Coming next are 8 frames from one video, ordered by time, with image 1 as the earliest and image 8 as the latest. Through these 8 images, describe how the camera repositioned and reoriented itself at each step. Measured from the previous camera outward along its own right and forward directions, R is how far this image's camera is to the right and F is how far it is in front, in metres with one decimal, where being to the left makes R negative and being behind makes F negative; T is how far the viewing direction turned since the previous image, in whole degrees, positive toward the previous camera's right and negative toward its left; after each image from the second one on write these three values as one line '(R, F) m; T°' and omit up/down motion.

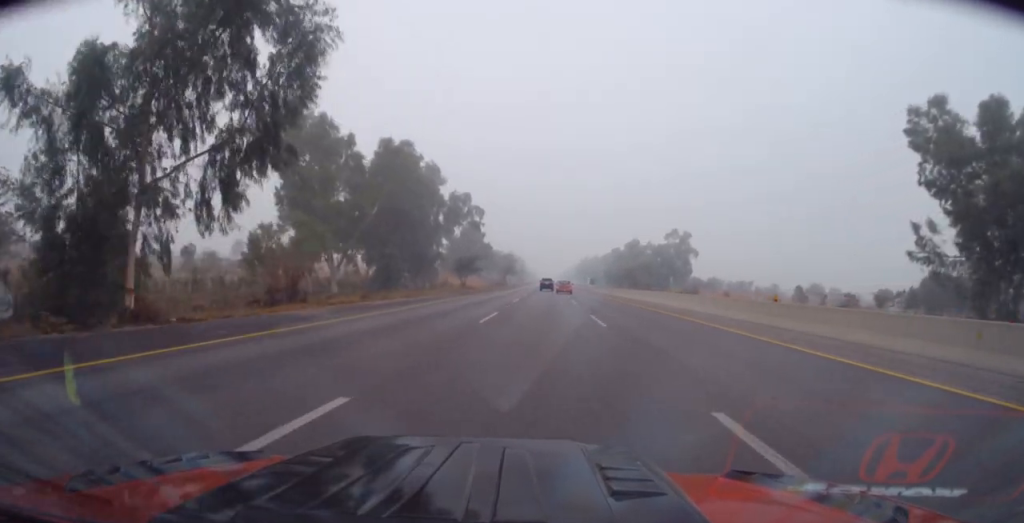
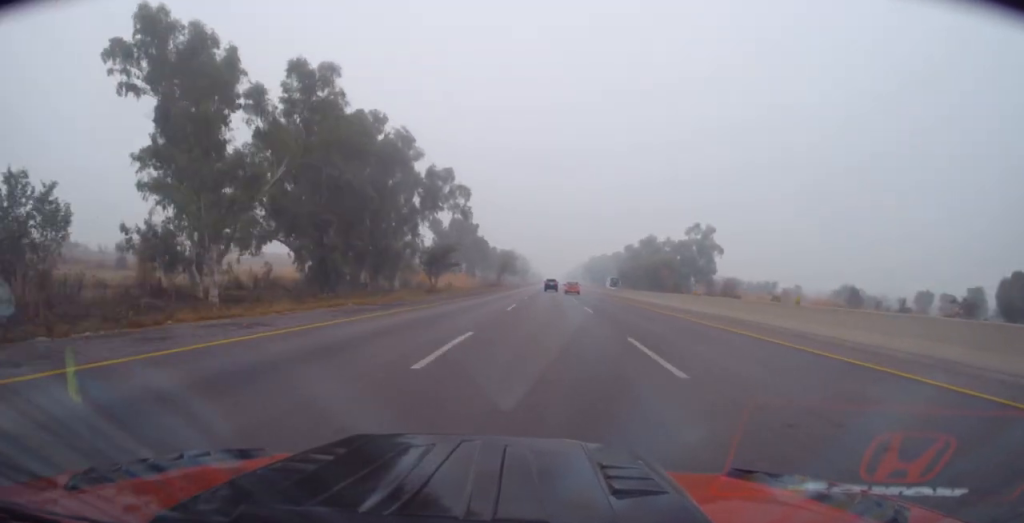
(-0.5, +27.5) m; 0°
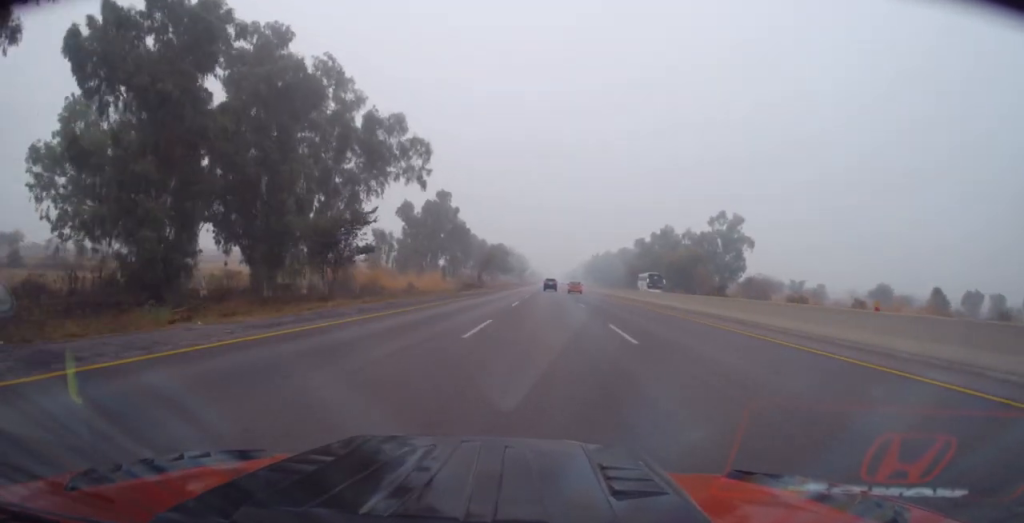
(+0.5, +31.2) m; 0°
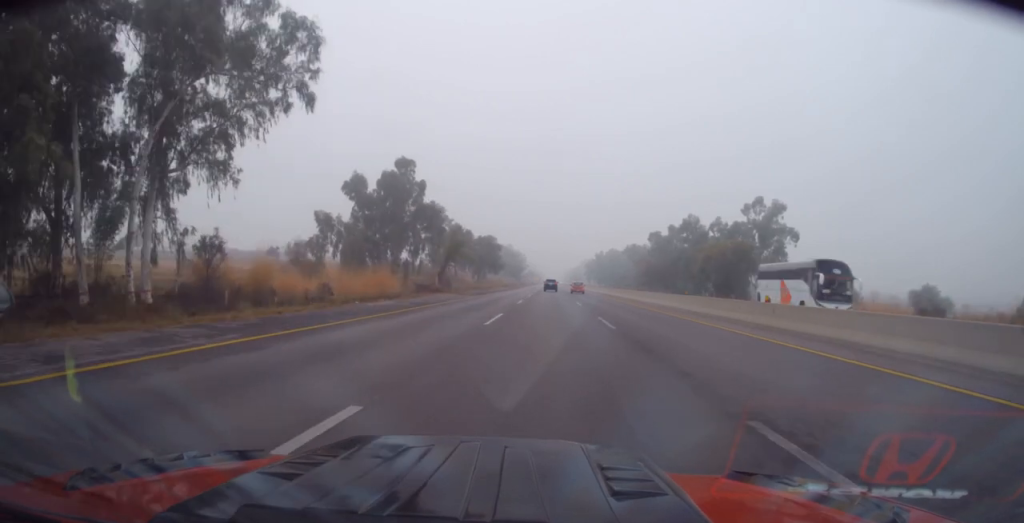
(-0.3, +31.5) m; 0°
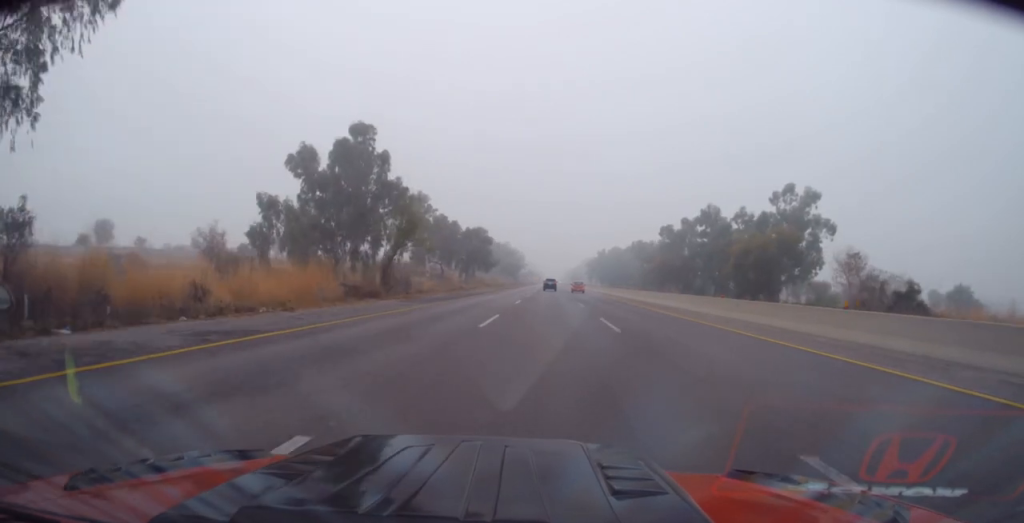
(+0.2, +19.3) m; +1°
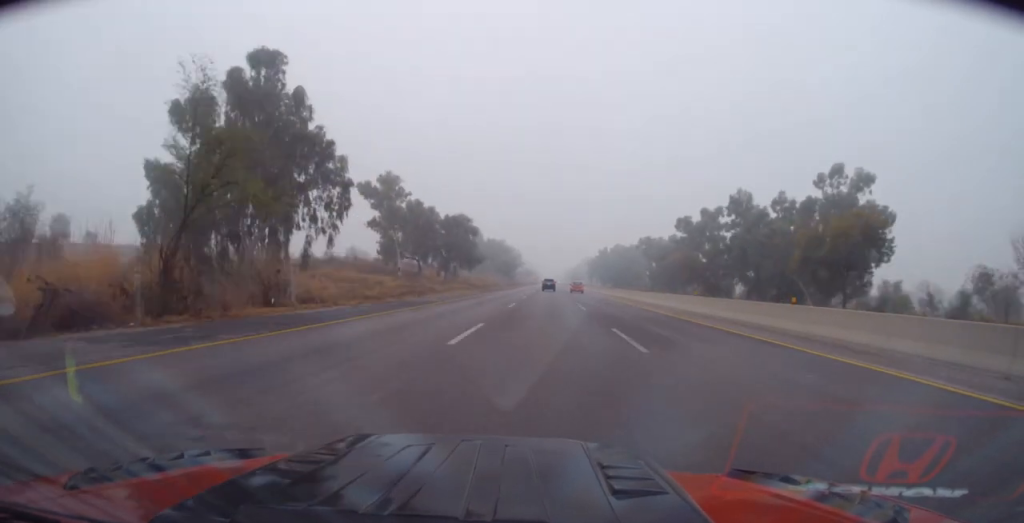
(+0.3, +22.9) m; 0°
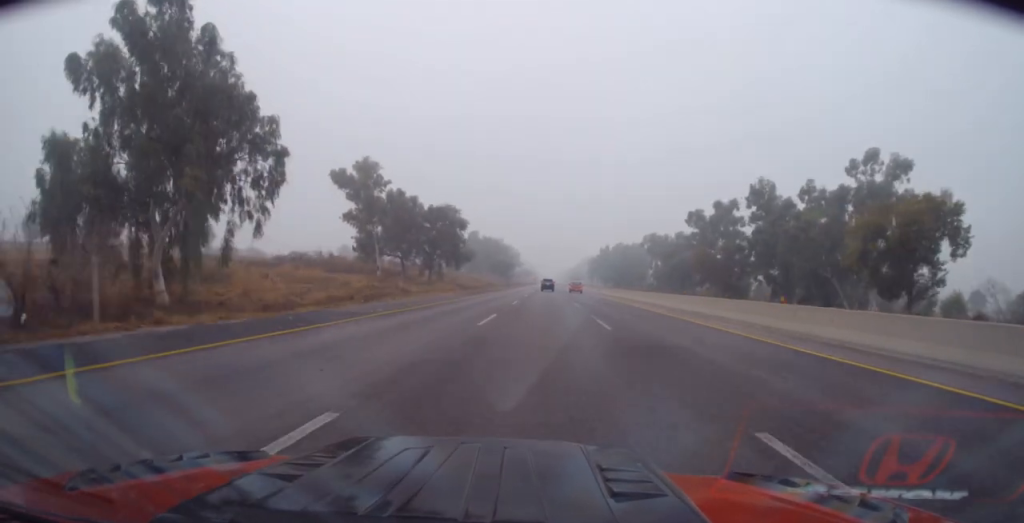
(-0.3, +12.3) m; -1°
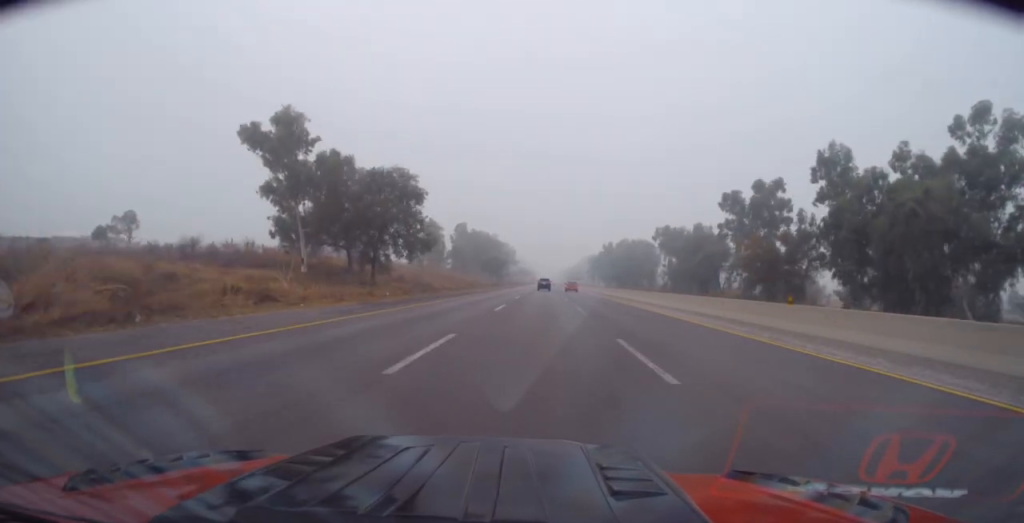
(-0.2, +27.3) m; 0°
